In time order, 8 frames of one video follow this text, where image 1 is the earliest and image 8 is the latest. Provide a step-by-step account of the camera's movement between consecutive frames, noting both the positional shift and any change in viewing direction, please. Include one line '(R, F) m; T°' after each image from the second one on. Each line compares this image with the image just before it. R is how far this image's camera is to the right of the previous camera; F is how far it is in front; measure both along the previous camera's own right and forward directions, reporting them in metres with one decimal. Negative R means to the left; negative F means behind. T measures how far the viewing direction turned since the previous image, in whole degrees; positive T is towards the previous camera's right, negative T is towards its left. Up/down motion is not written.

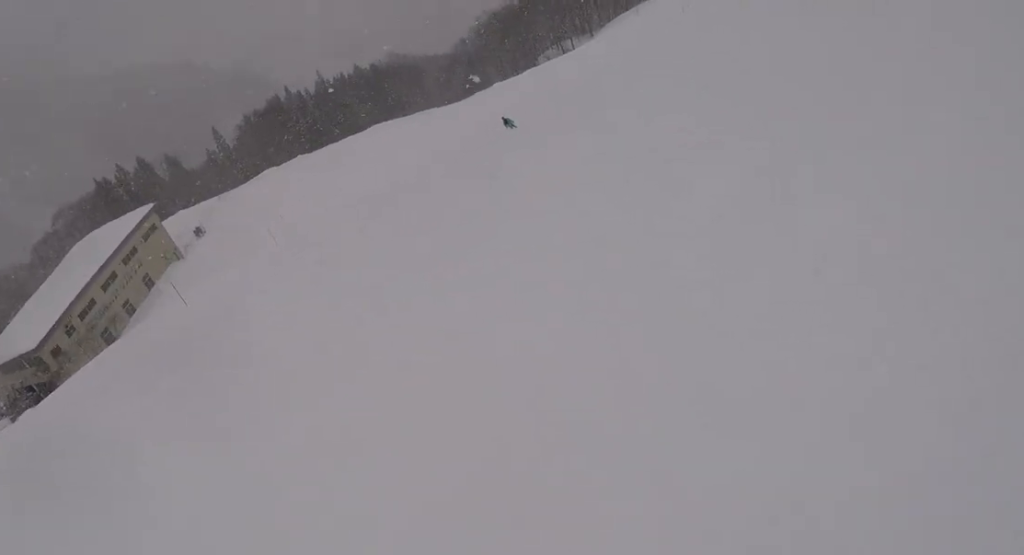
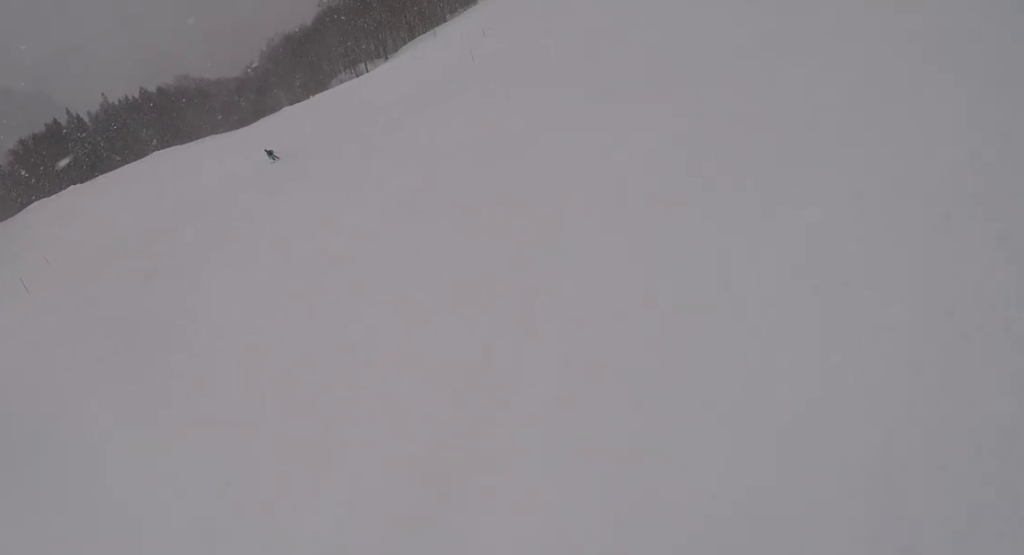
(-0.1, +5.7) m; +14°
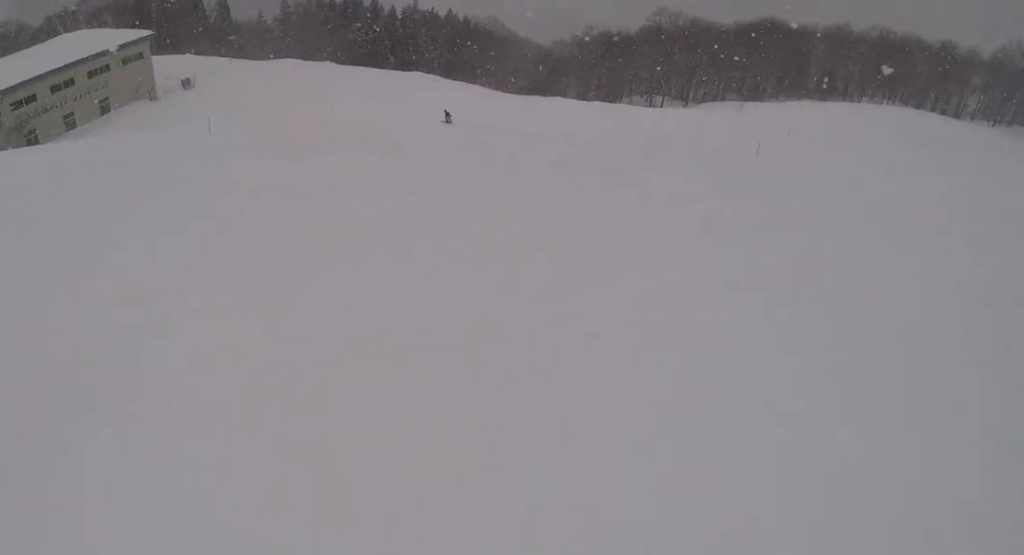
(+1.5, +5.7) m; -14°
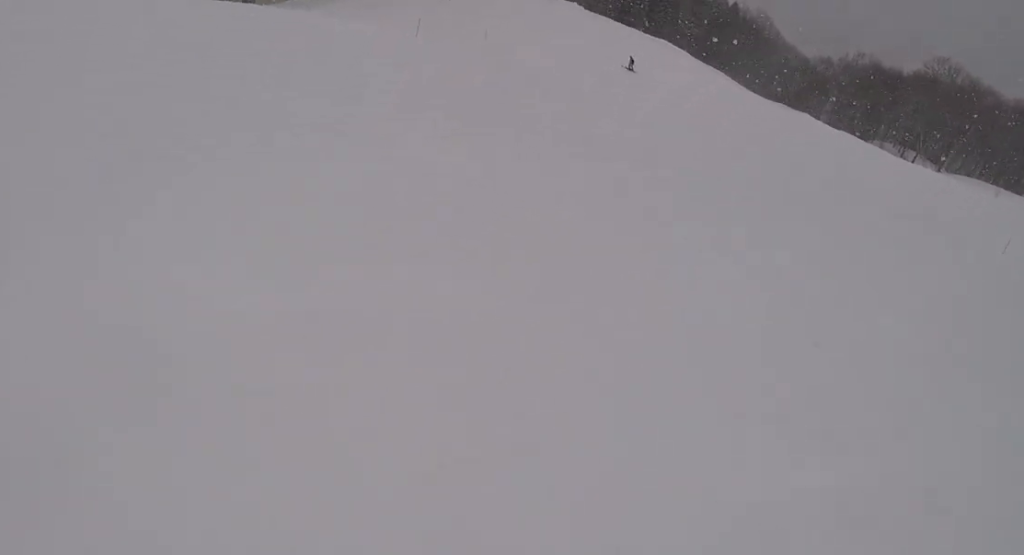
(-1.8, +3.4) m; -19°
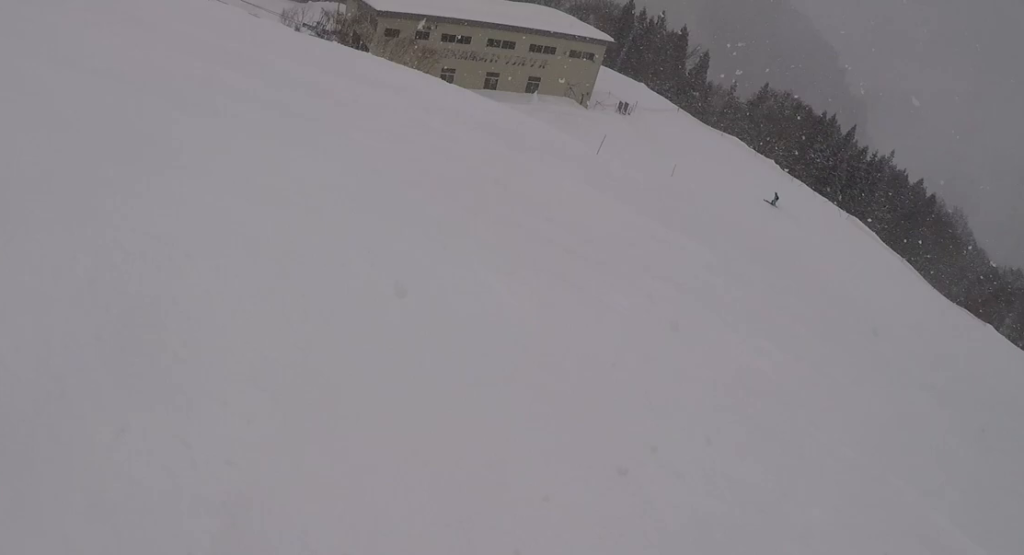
(-0.6, +3.5) m; -14°
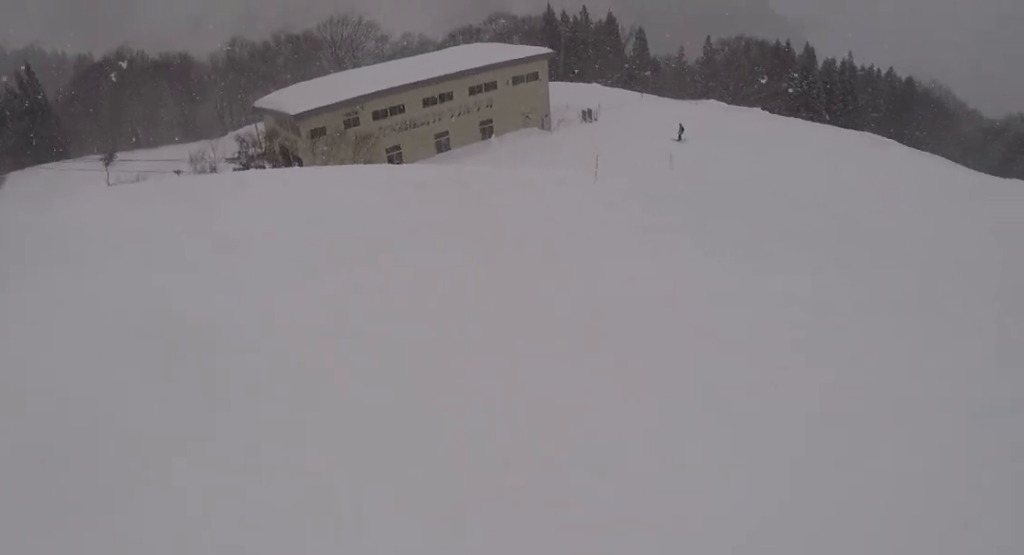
(-1.4, +7.7) m; -2°
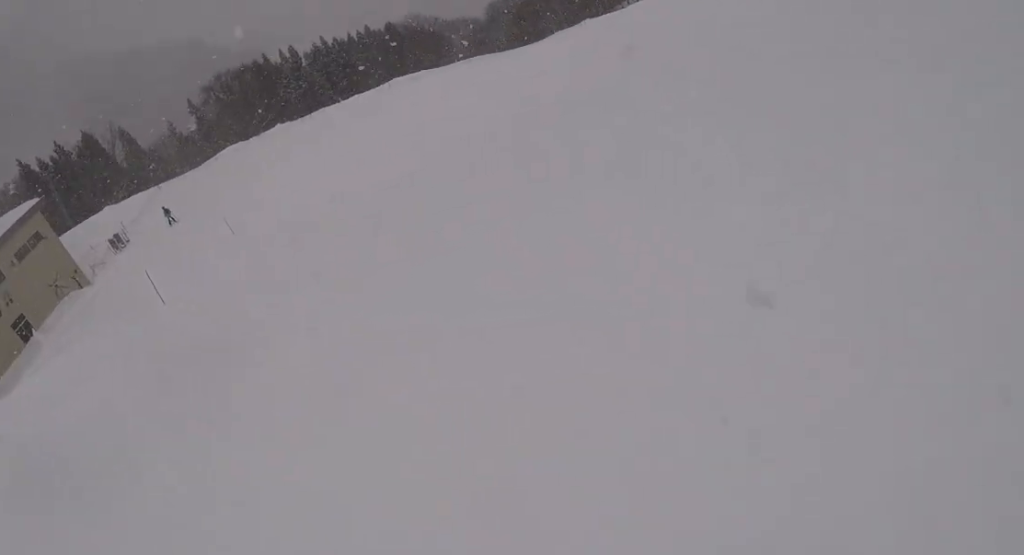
(+2.5, +7.0) m; +47°
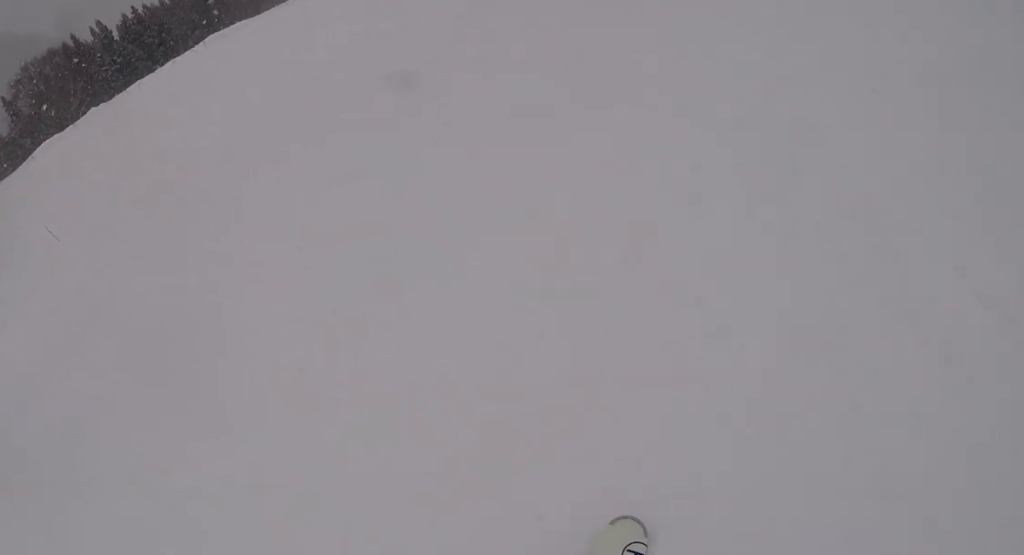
(+0.6, +3.2) m; +5°
